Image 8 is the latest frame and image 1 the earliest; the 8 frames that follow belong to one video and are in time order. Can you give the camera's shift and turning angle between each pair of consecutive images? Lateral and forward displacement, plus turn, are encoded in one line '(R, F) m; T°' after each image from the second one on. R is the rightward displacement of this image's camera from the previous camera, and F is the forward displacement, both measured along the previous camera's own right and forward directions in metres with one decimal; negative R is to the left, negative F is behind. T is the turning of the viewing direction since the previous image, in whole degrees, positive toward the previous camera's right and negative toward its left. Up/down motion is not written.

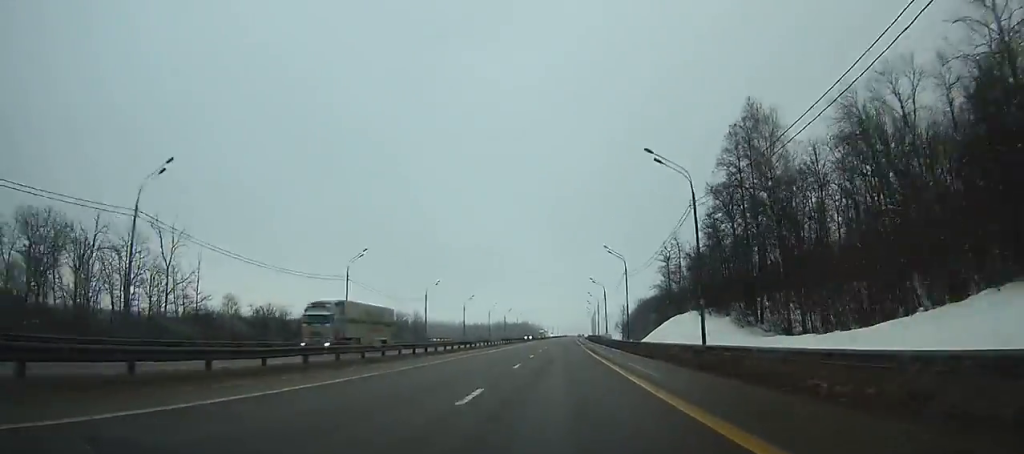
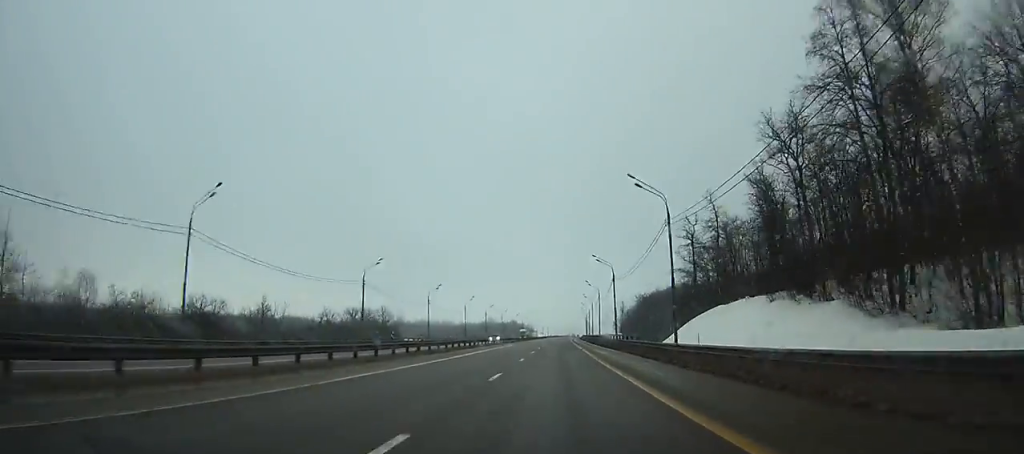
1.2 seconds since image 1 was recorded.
(-0.1, +29.7) m; 0°
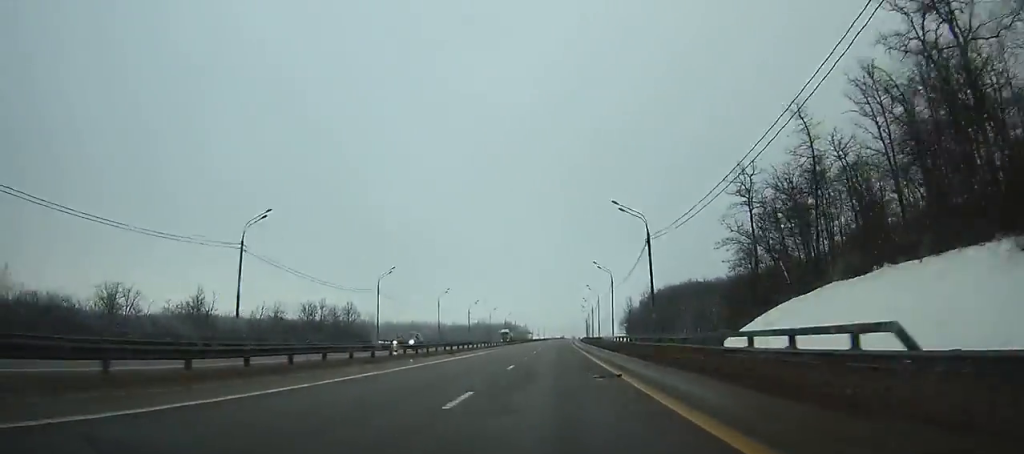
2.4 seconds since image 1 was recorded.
(+0.2, +29.7) m; 0°
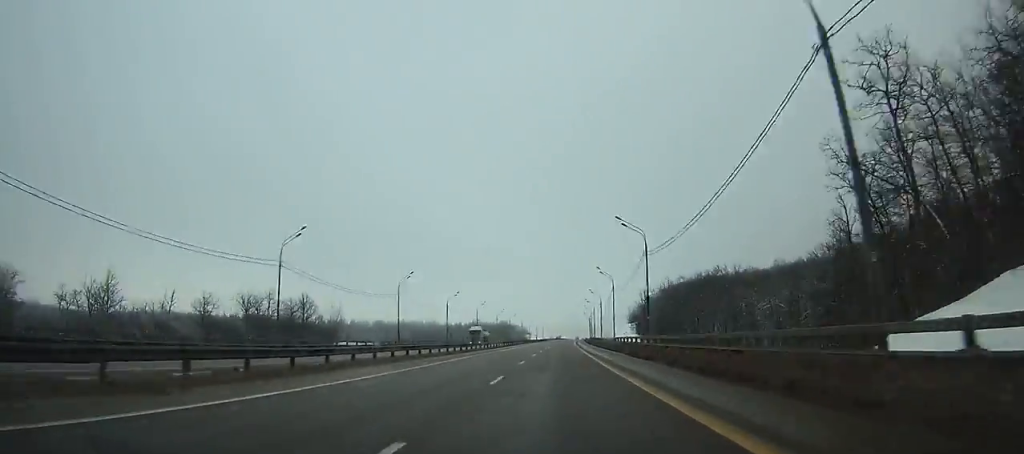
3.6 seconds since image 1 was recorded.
(+0.1, +29.6) m; 0°
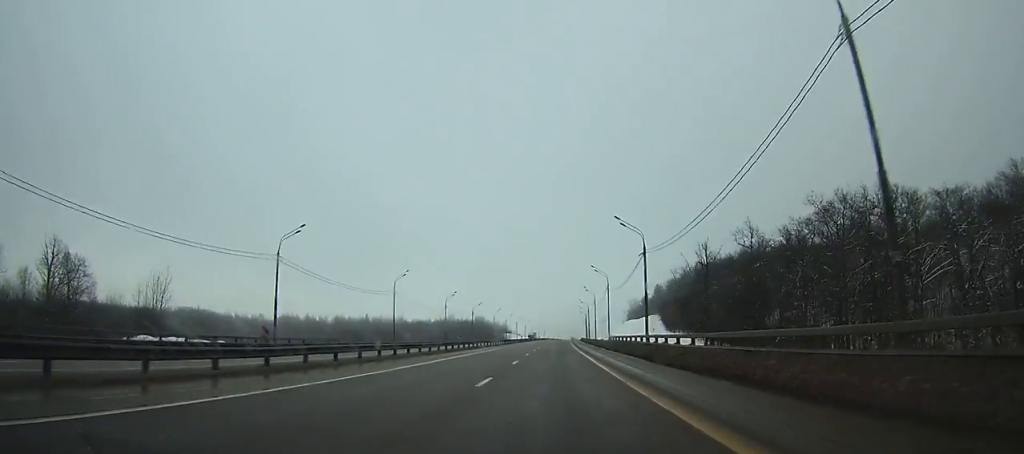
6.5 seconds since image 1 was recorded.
(+0.4, +71.2) m; 0°
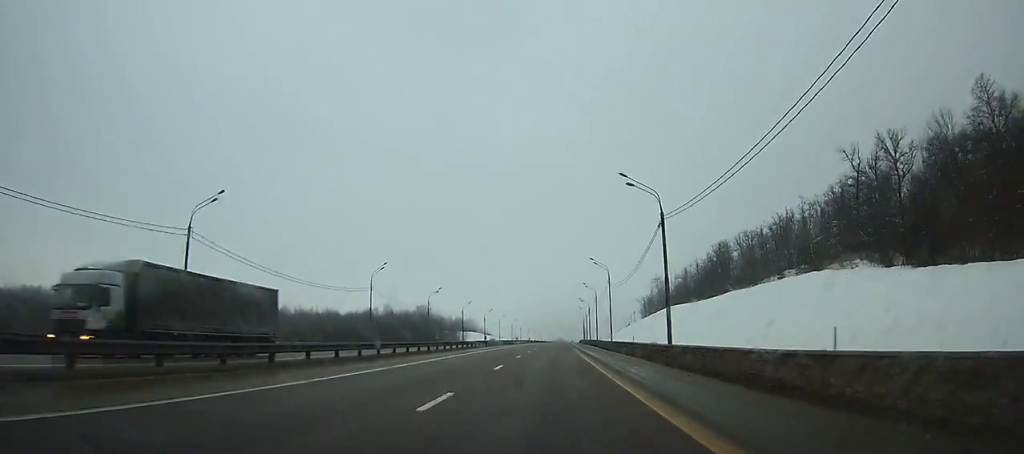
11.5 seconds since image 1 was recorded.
(+0.8, +121.3) m; +1°
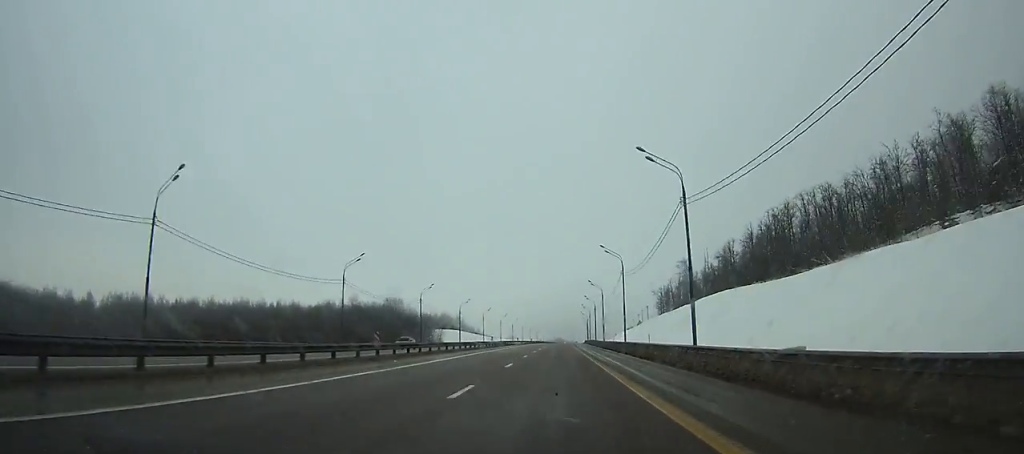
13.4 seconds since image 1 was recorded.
(+0.2, +45.9) m; +1°
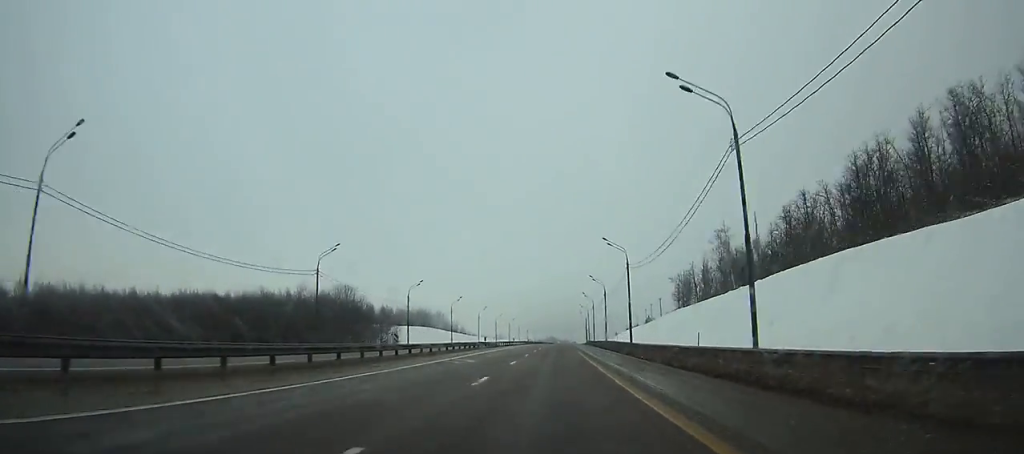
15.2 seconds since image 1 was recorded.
(+0.4, +43.5) m; +1°
